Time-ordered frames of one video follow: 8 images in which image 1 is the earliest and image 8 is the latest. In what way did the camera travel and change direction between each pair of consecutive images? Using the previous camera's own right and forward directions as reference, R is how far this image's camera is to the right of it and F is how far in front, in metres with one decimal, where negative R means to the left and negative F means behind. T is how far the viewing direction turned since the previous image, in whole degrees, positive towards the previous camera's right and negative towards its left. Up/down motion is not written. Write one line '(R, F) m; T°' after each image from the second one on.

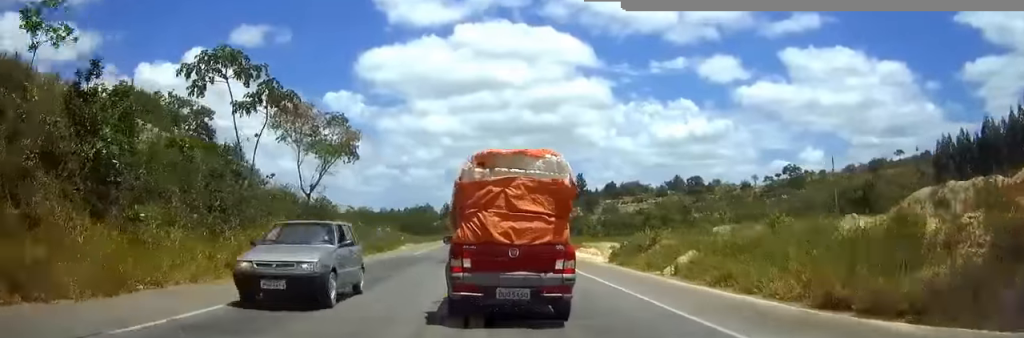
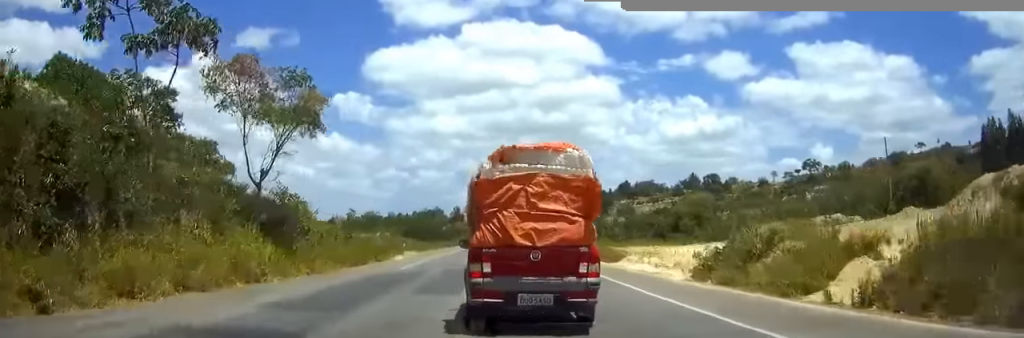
(0.0, +10.3) m; 0°
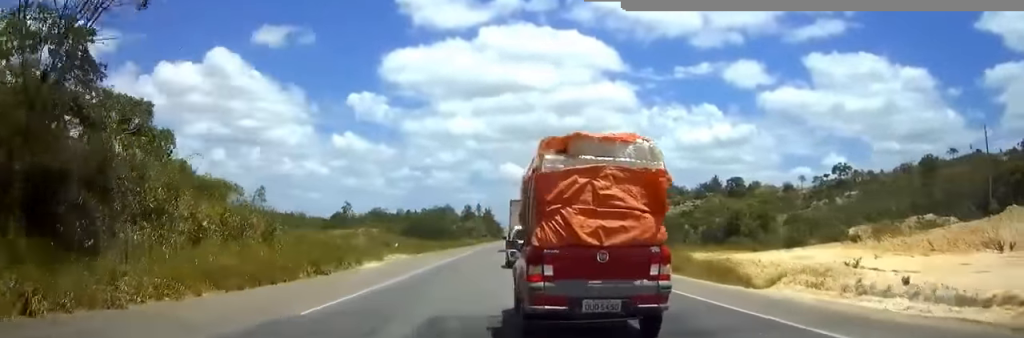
(-0.1, +16.1) m; 0°
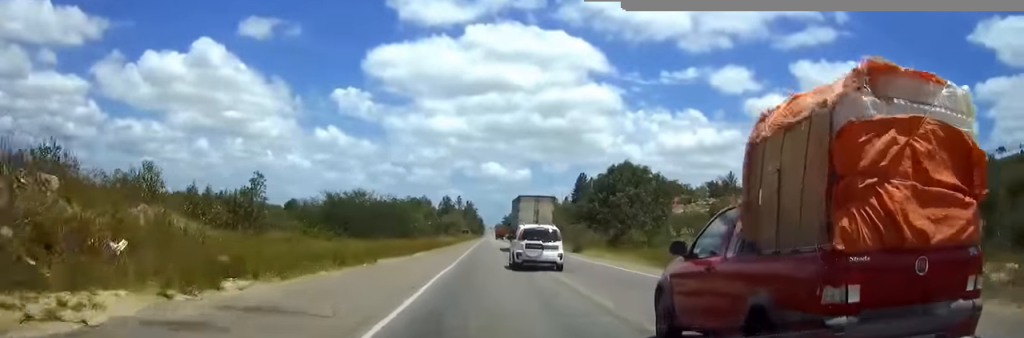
(+0.2, +42.3) m; +1°
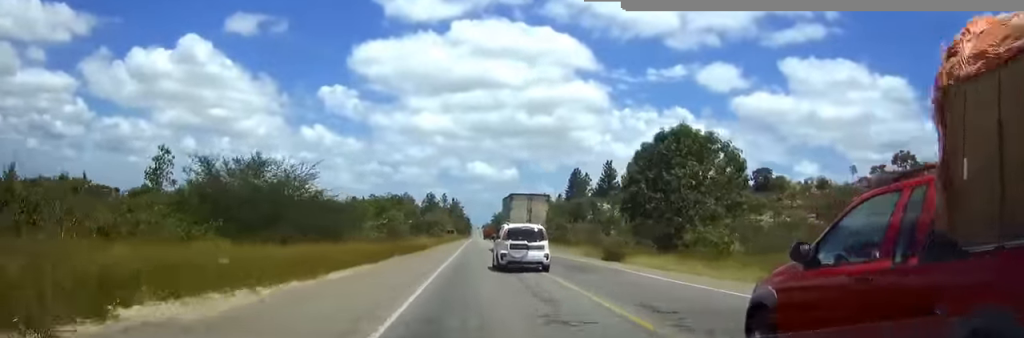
(+0.2, +21.4) m; +1°
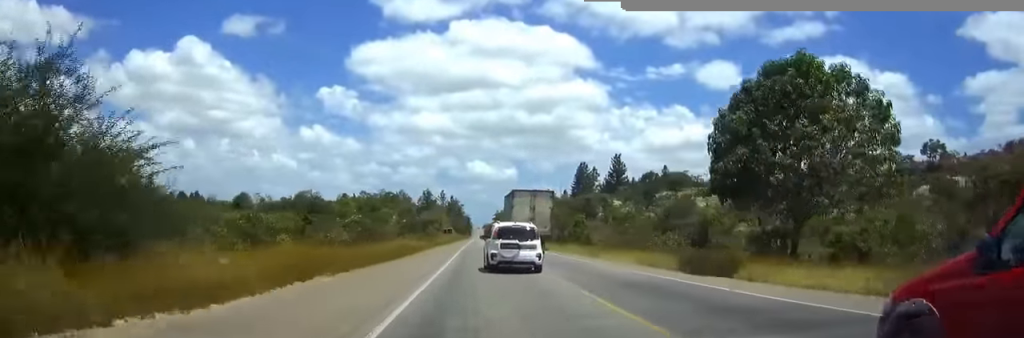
(0.0, +17.5) m; 0°
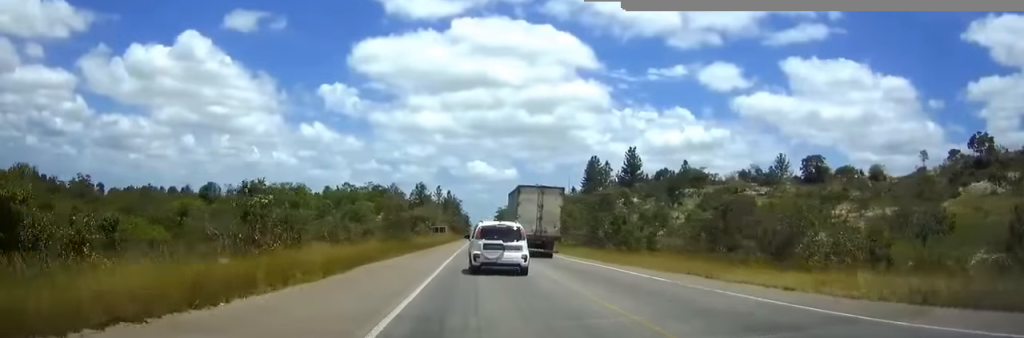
(0.0, +25.1) m; 0°
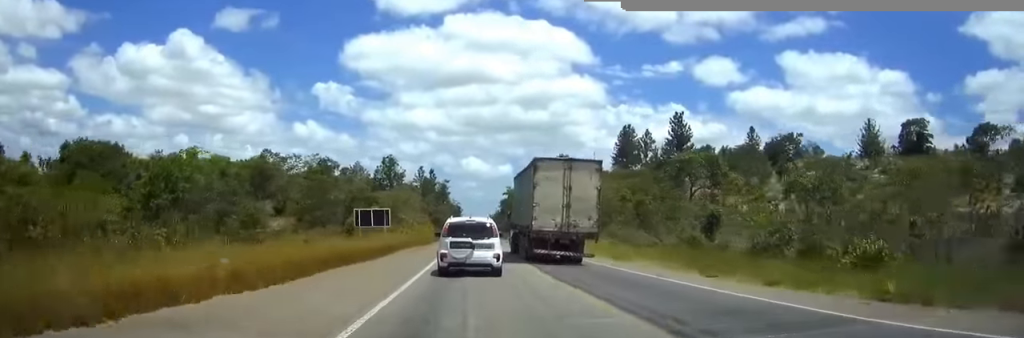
(+0.1, +61.7) m; 0°
